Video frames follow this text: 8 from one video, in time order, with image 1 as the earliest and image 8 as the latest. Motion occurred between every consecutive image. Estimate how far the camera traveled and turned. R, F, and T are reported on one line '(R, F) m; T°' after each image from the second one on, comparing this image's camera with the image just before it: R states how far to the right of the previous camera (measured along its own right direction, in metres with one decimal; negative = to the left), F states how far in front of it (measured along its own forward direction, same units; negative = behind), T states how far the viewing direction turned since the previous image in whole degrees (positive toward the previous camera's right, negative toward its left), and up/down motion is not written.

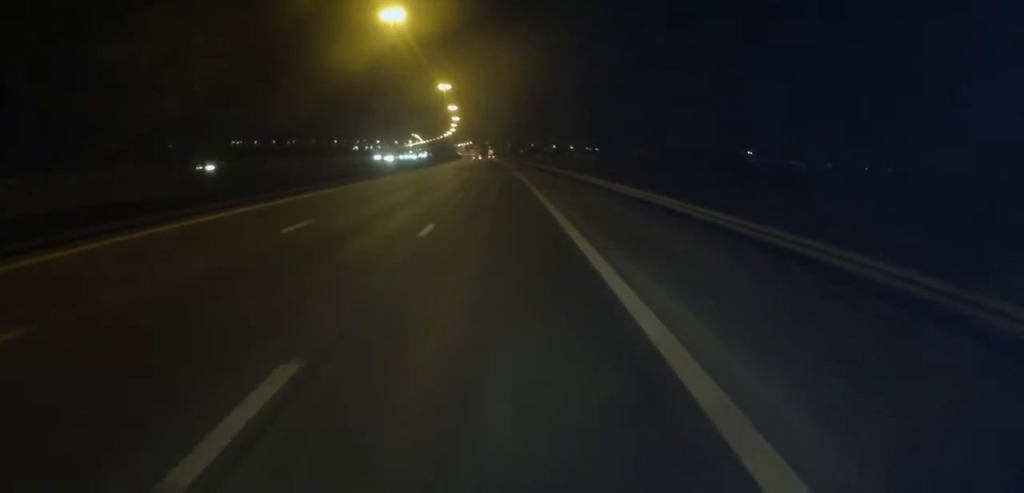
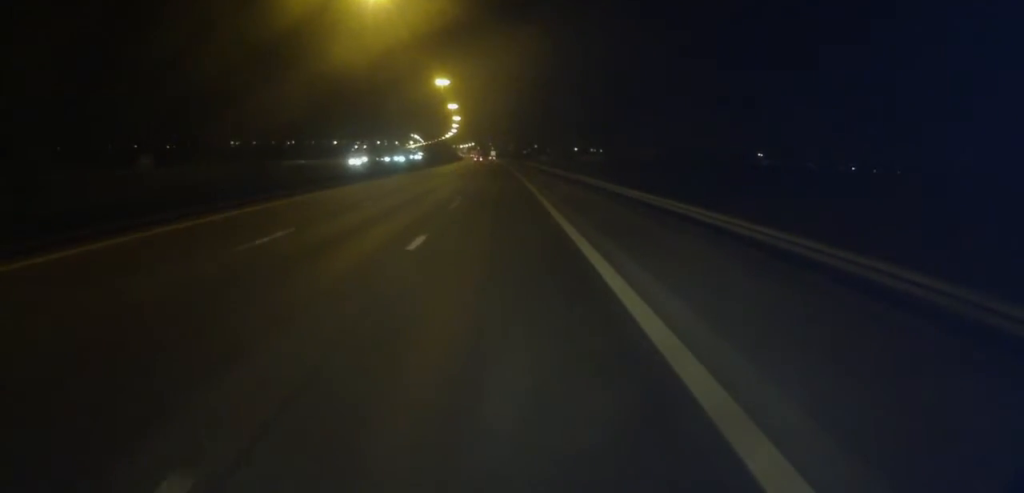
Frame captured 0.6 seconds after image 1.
(-0.1, +15.2) m; 0°
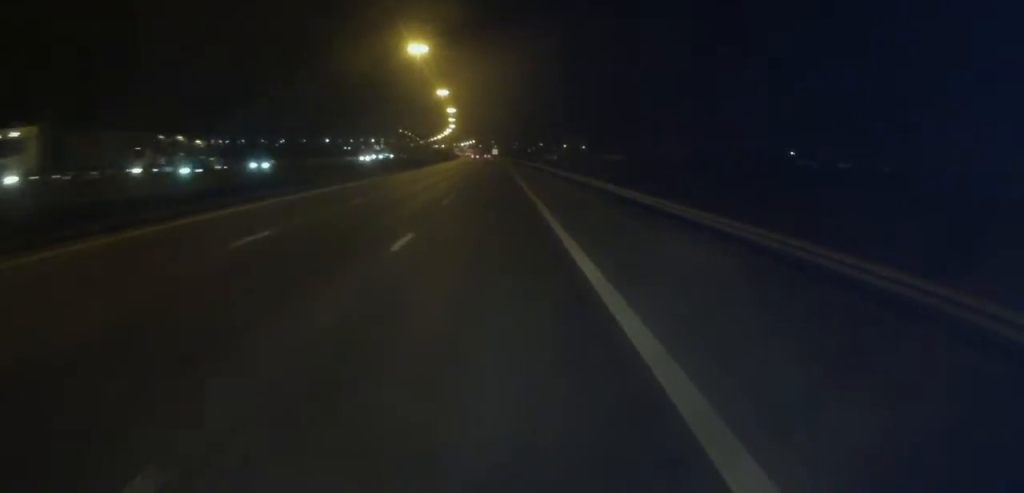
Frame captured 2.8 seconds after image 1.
(+0.9, +52.9) m; 0°
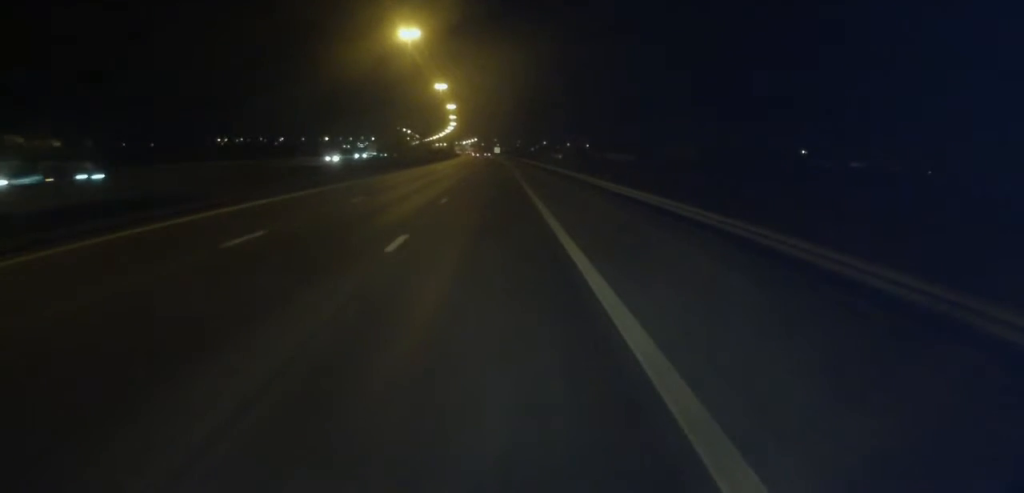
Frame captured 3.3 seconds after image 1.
(-0.4, +14.8) m; -1°
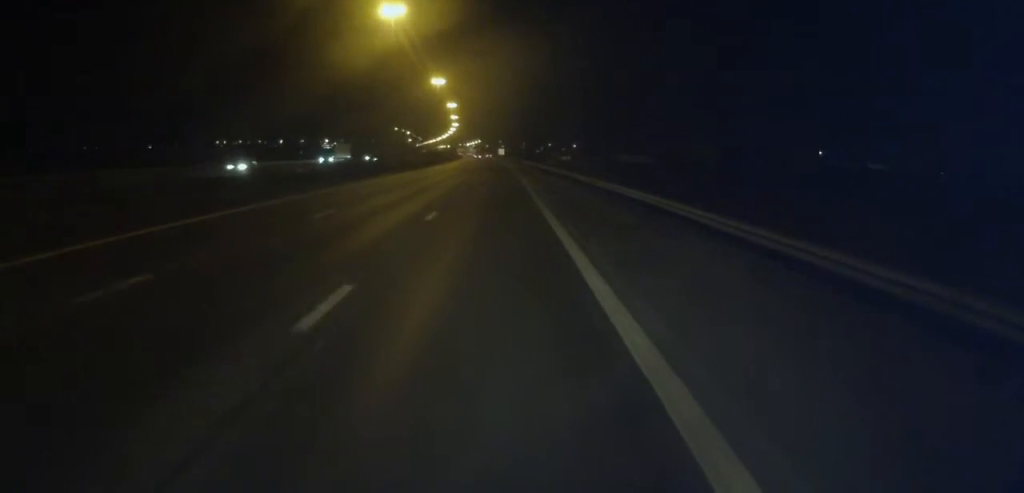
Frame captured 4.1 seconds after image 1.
(-0.2, +18.2) m; 0°
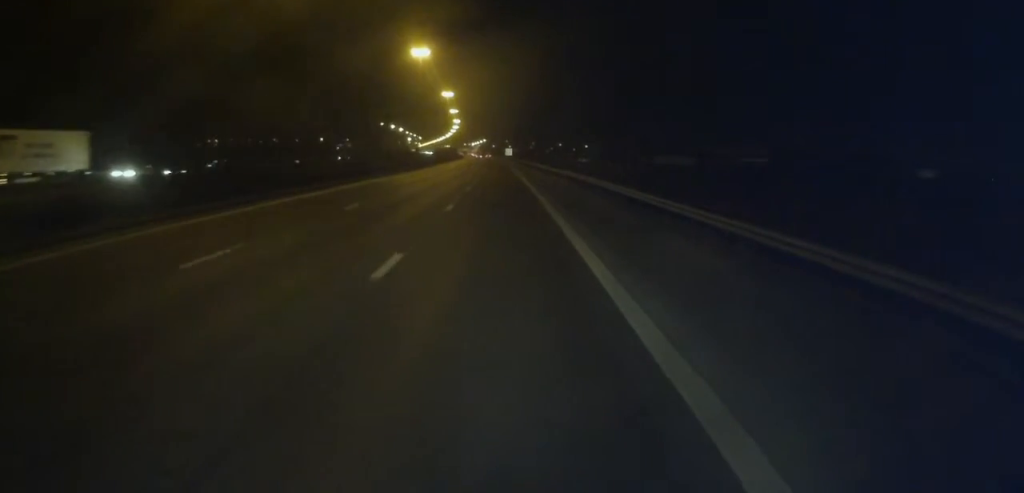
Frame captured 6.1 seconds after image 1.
(+0.4, +43.7) m; 0°
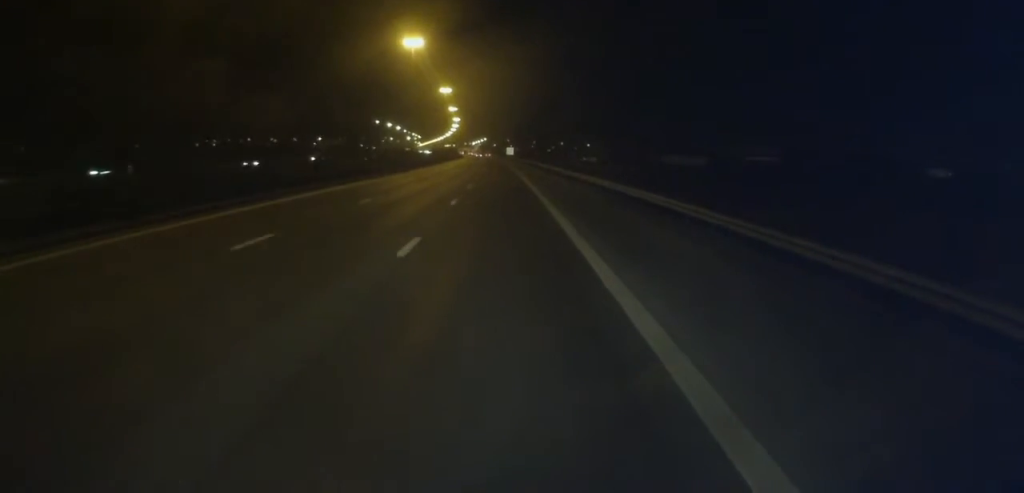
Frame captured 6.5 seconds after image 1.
(+0.1, +9.7) m; -1°
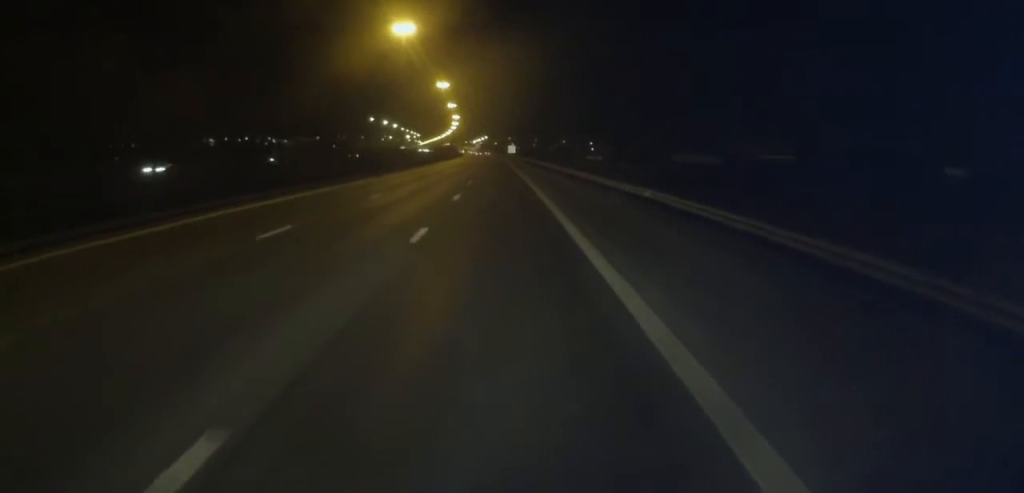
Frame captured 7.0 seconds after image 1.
(-0.1, +10.6) m; -1°
